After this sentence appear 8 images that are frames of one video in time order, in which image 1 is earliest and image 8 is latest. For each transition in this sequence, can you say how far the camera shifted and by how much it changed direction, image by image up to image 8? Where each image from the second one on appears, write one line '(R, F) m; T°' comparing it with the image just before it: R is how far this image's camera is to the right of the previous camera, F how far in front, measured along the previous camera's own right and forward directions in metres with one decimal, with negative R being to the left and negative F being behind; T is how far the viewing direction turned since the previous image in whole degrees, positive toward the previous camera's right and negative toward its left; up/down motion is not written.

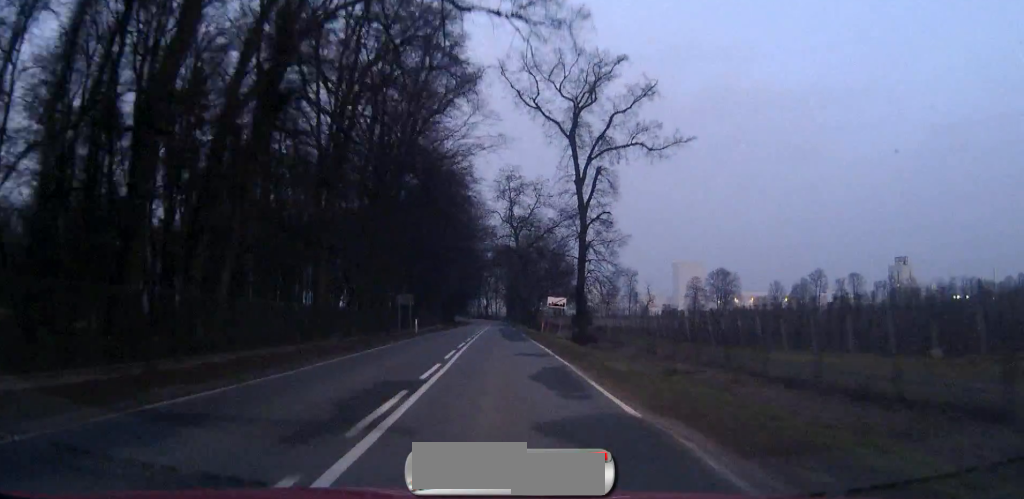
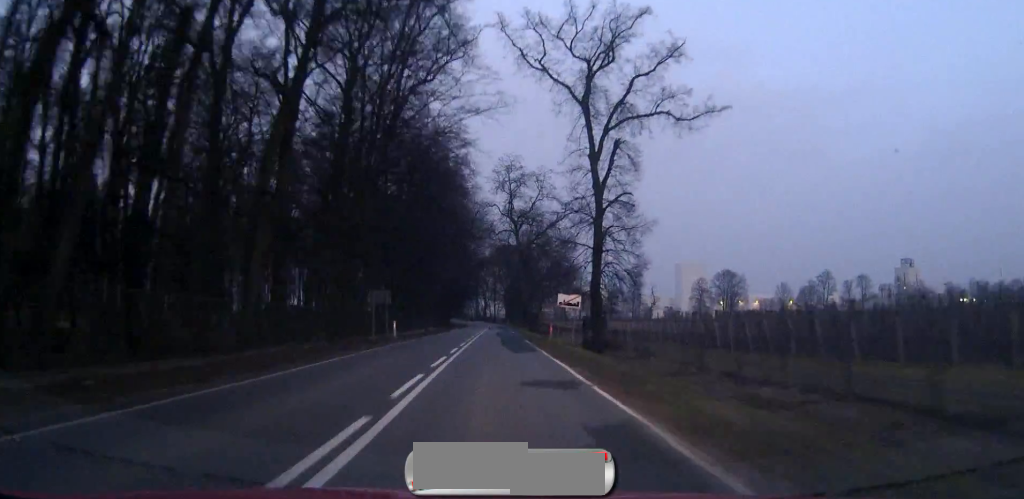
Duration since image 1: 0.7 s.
(0.0, +9.5) m; 0°
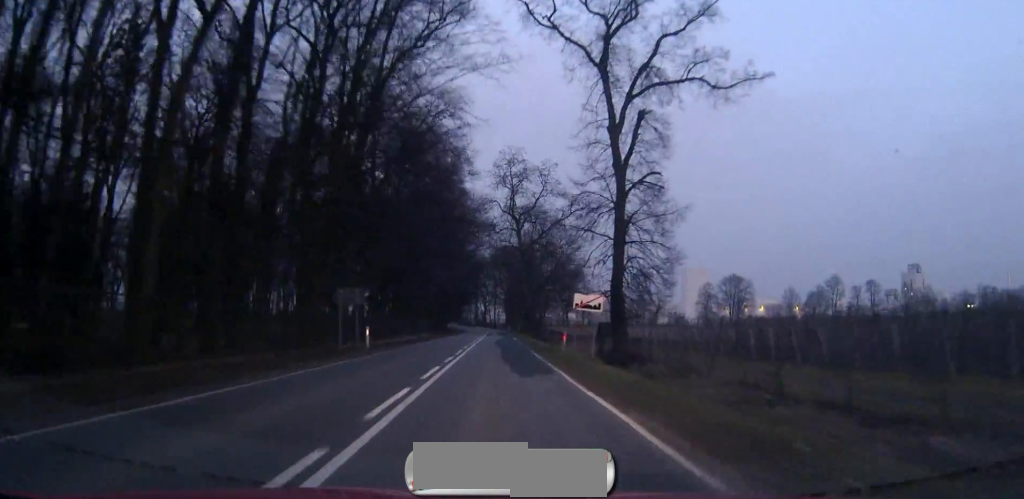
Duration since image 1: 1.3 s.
(0.0, +8.2) m; 0°
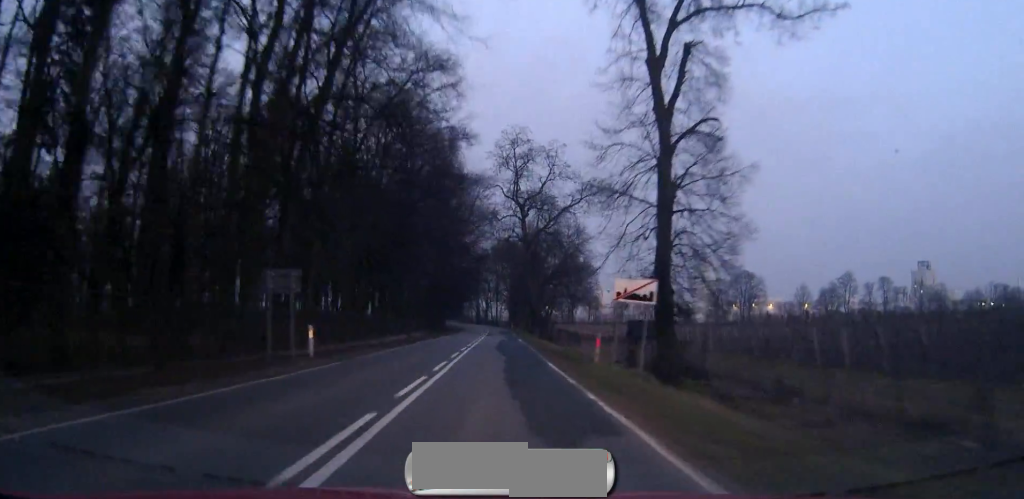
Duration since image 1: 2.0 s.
(0.0, +10.1) m; 0°
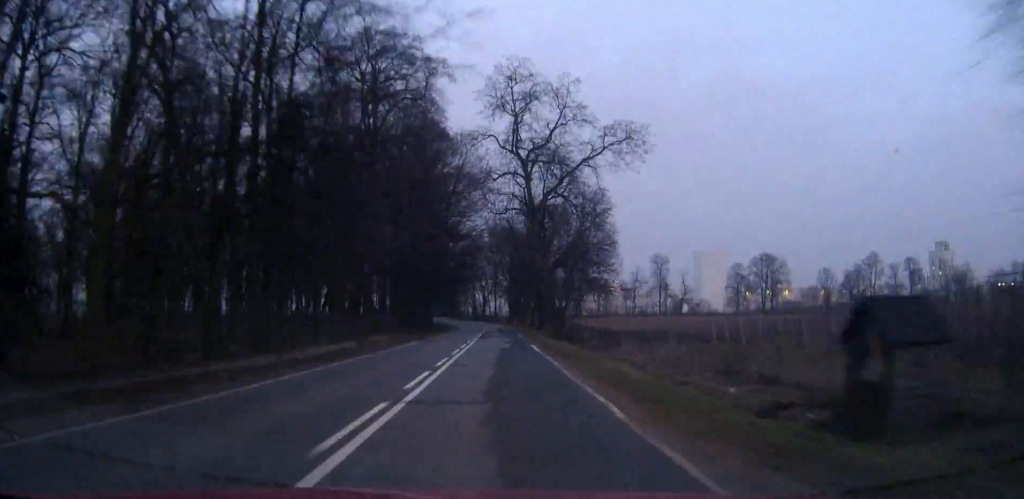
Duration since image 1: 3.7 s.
(+0.1, +23.5) m; 0°
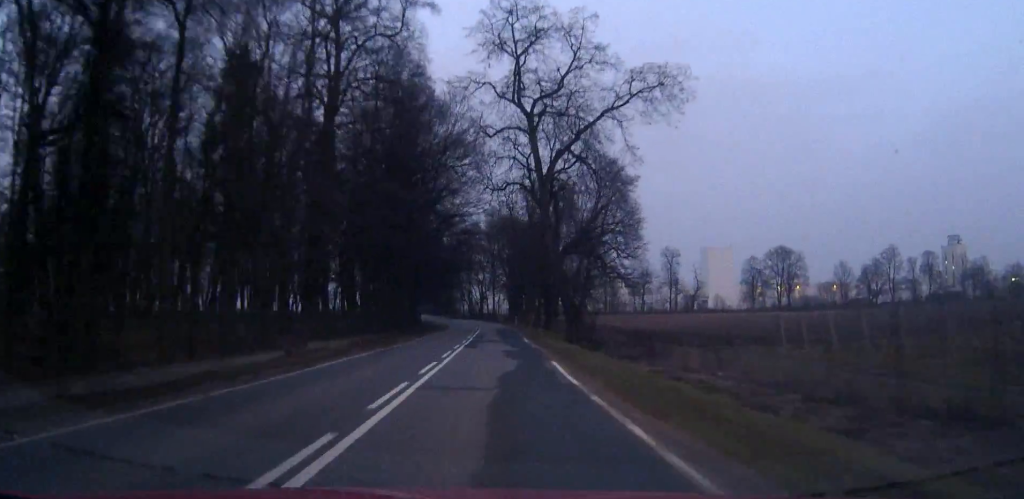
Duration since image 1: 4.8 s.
(-0.2, +15.2) m; 0°
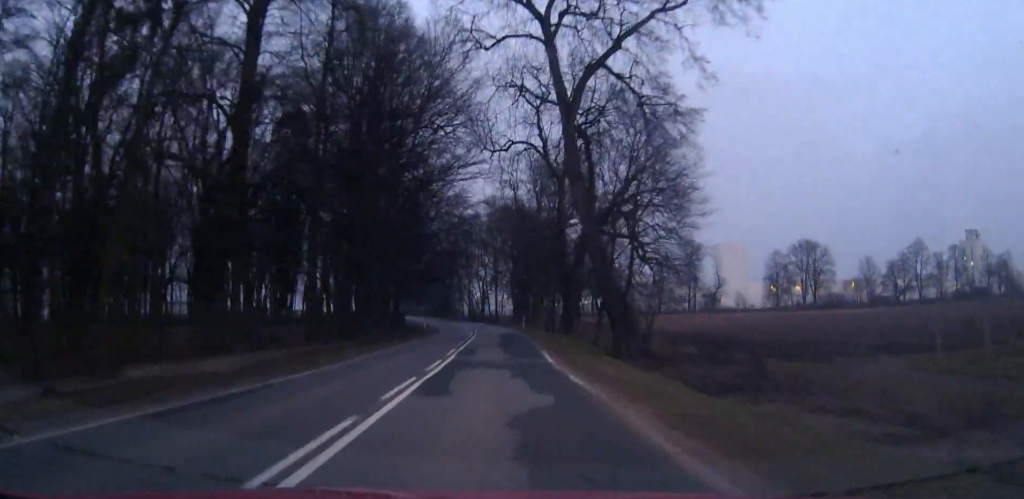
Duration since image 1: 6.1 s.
(+0.1, +17.4) m; 0°
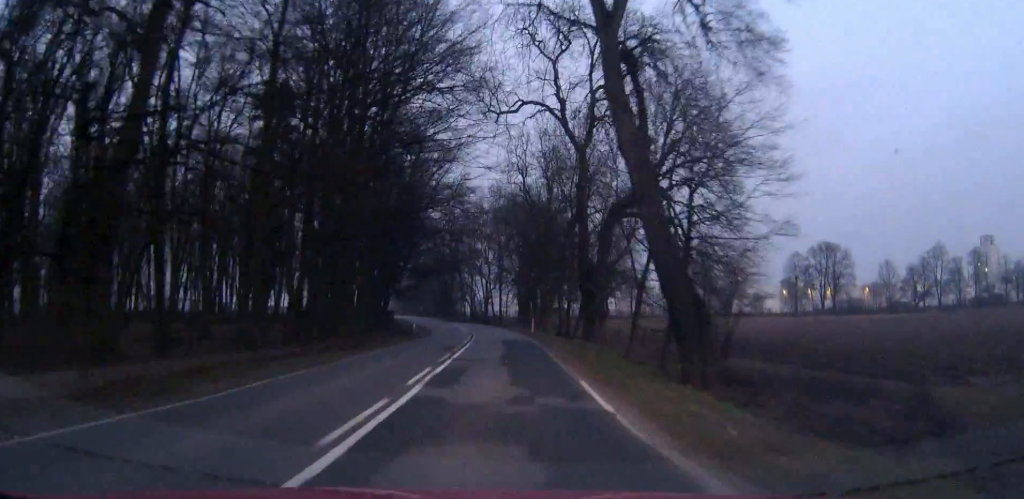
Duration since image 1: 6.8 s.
(-0.1, +10.6) m; 0°
